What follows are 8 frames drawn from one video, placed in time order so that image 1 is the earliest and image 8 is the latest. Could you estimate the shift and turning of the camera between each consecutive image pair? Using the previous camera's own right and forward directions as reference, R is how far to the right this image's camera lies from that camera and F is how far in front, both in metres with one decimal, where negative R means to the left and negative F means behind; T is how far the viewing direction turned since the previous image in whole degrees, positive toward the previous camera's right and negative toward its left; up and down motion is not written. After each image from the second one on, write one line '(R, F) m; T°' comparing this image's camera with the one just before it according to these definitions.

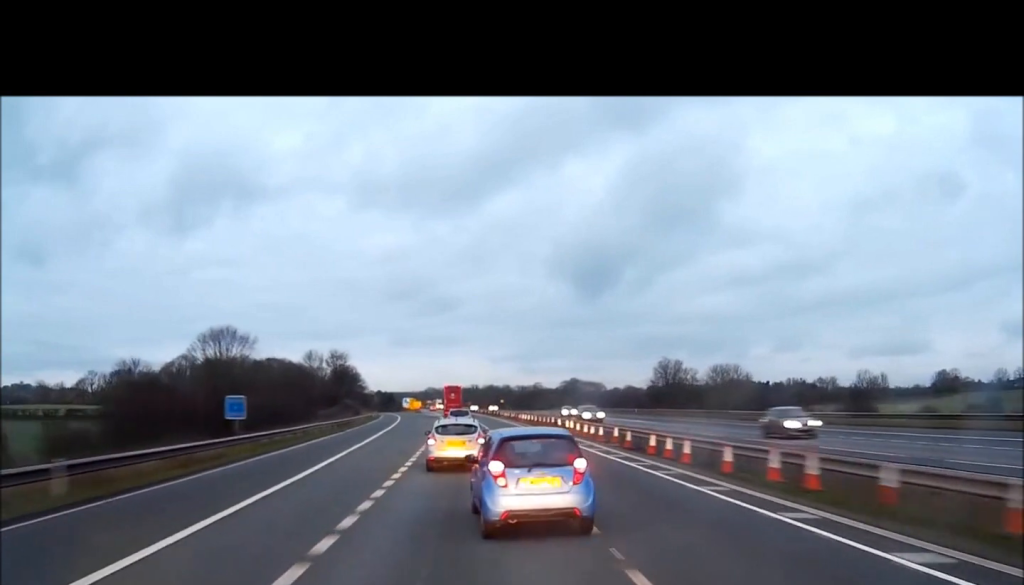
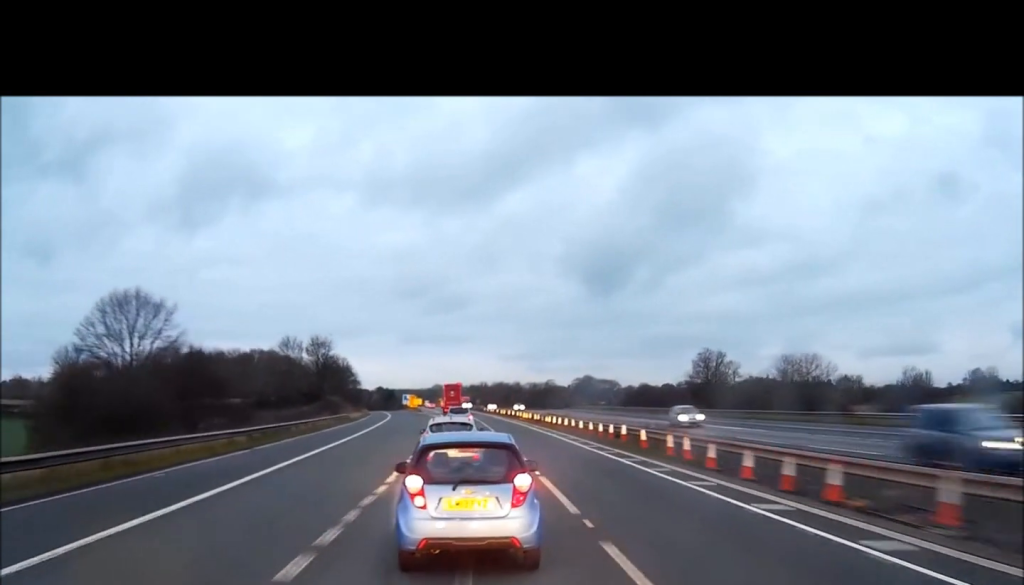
(-0.1, +25.4) m; 0°
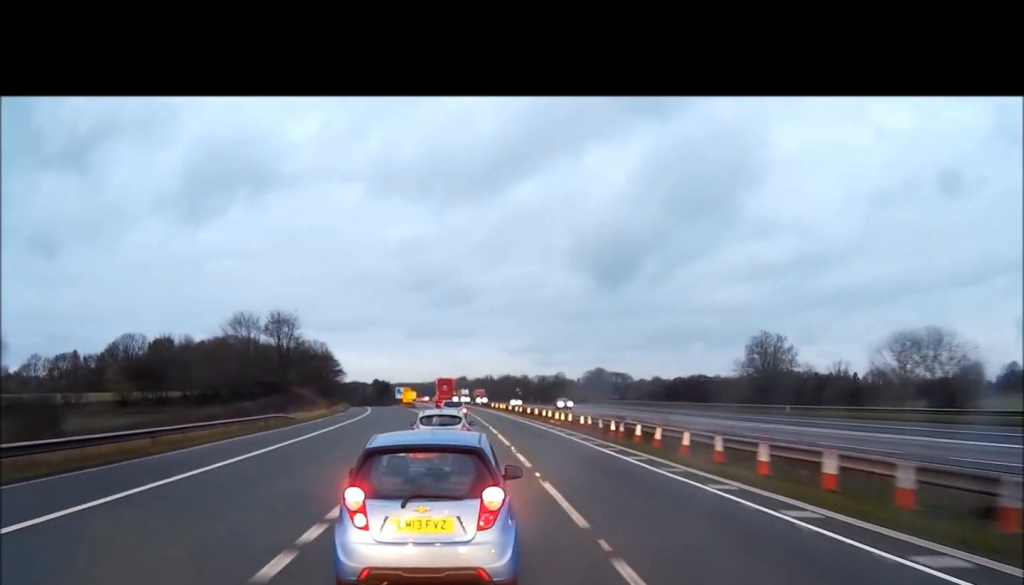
(0.0, +28.4) m; -1°
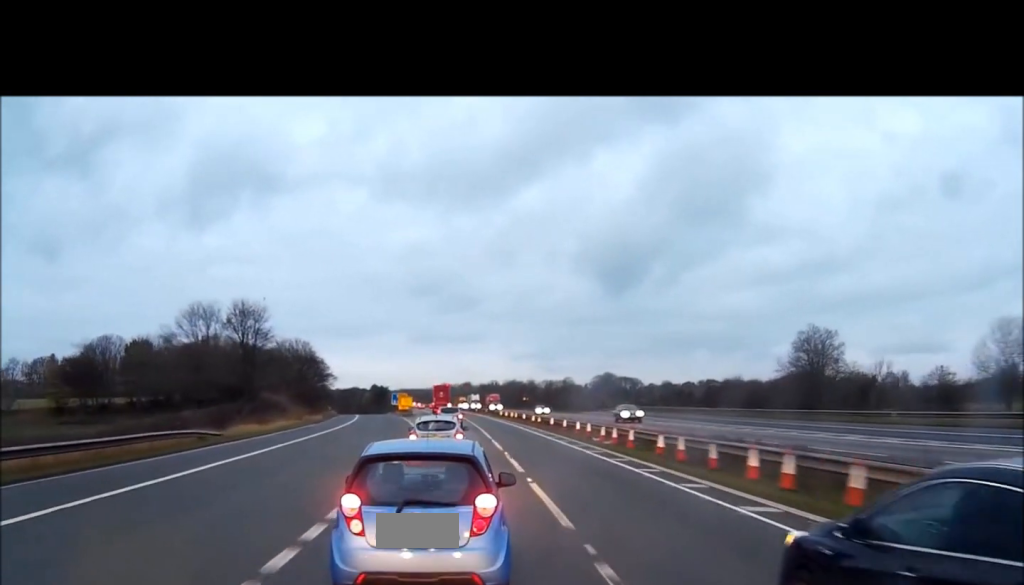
(-0.1, +17.6) m; -1°
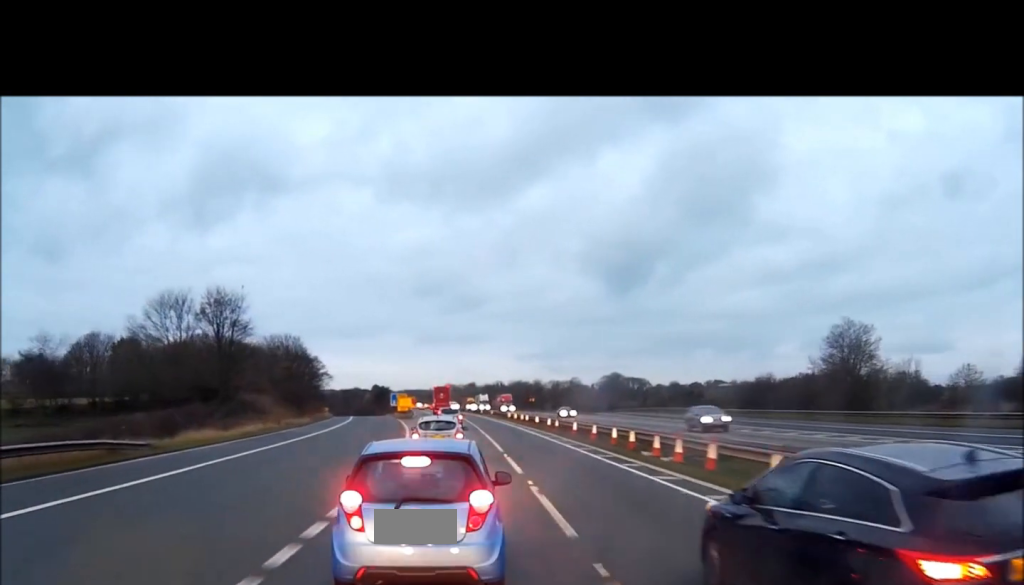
(-0.1, +9.8) m; 0°
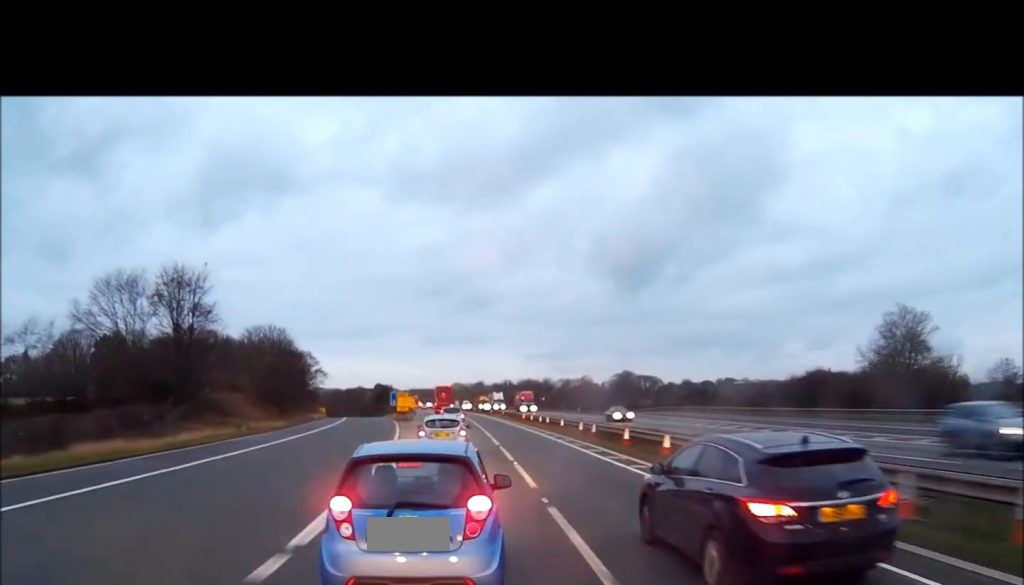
(-0.1, +12.6) m; 0°
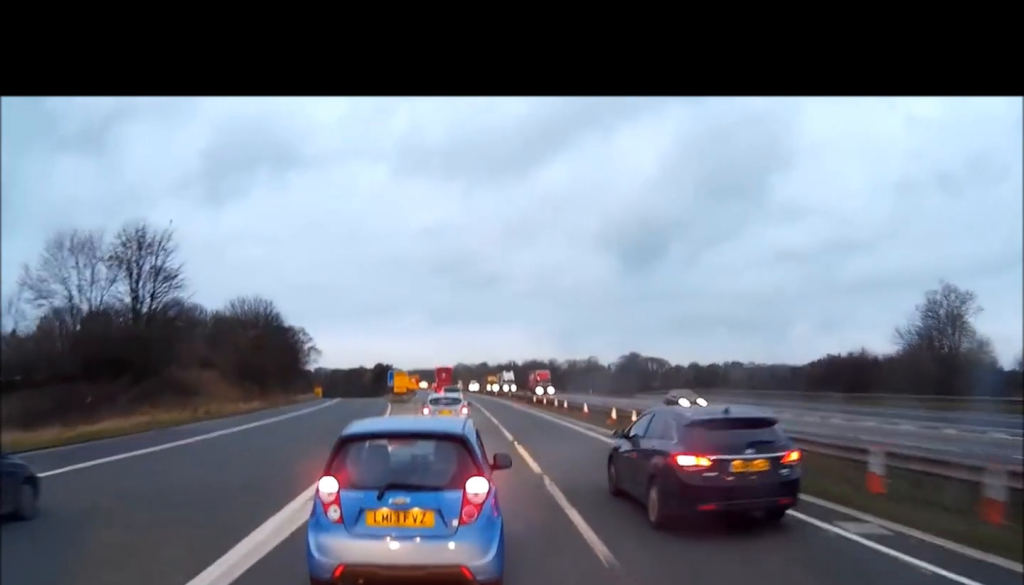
(0.0, +8.9) m; 0°
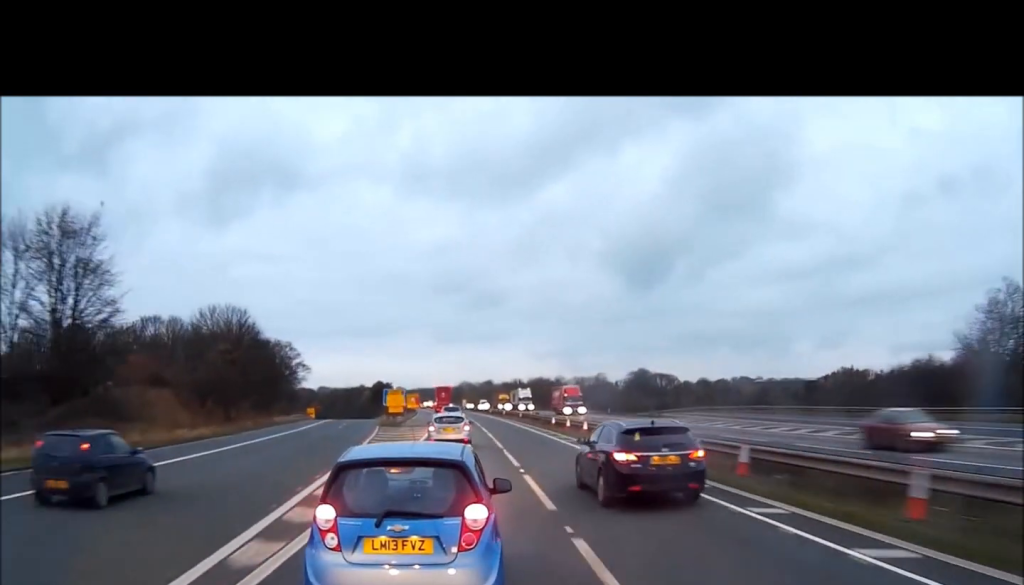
(0.0, +12.2) m; -1°
